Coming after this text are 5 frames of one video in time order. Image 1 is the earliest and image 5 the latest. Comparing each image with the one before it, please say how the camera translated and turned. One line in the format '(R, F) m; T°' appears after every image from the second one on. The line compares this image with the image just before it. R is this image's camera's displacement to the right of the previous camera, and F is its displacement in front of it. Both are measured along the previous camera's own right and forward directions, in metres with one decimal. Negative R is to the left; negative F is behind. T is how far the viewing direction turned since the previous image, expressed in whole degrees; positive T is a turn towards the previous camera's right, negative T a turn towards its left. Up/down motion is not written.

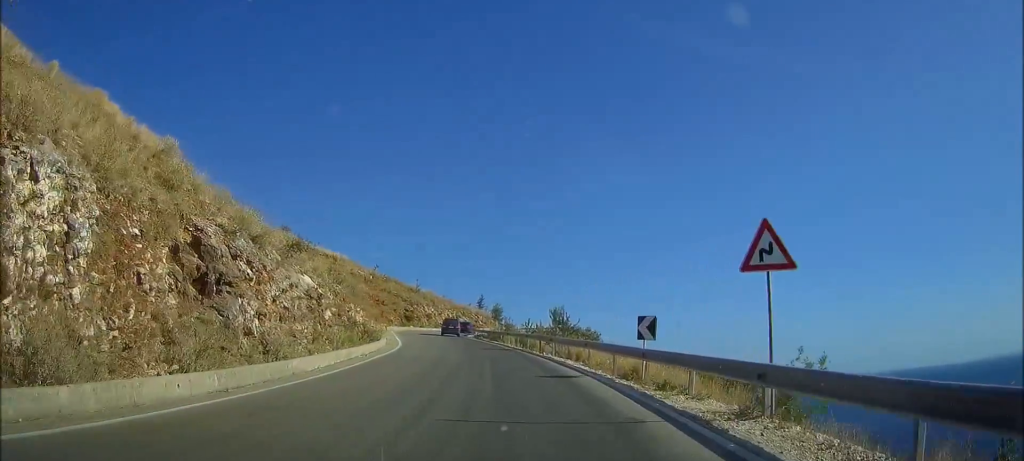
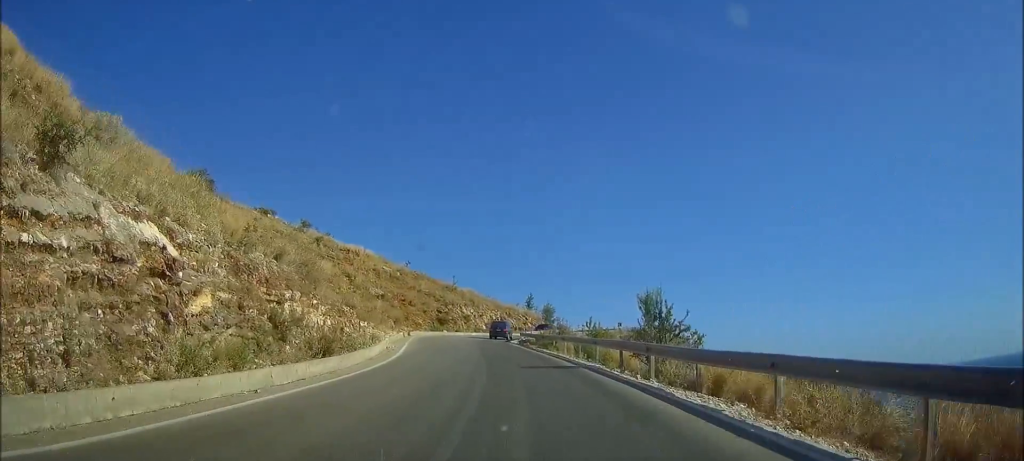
(-0.2, +16.9) m; -3°
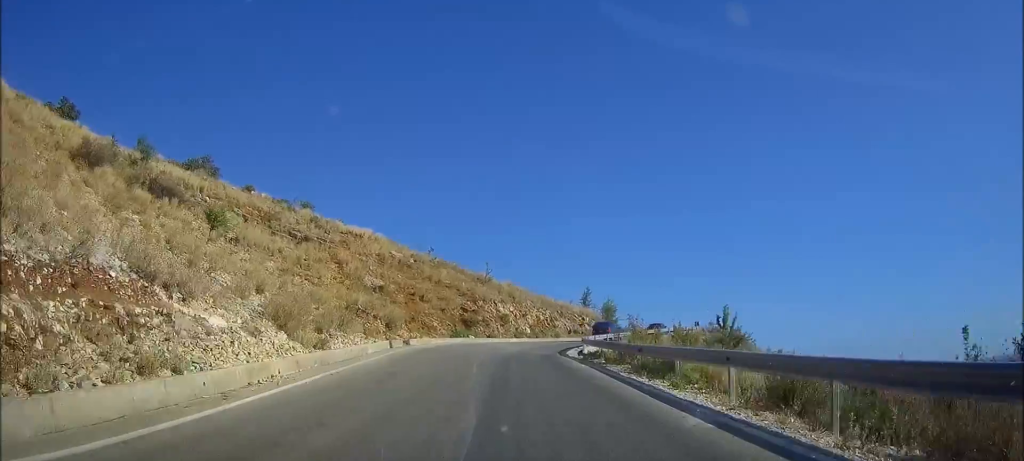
(-1.1, +22.5) m; -6°
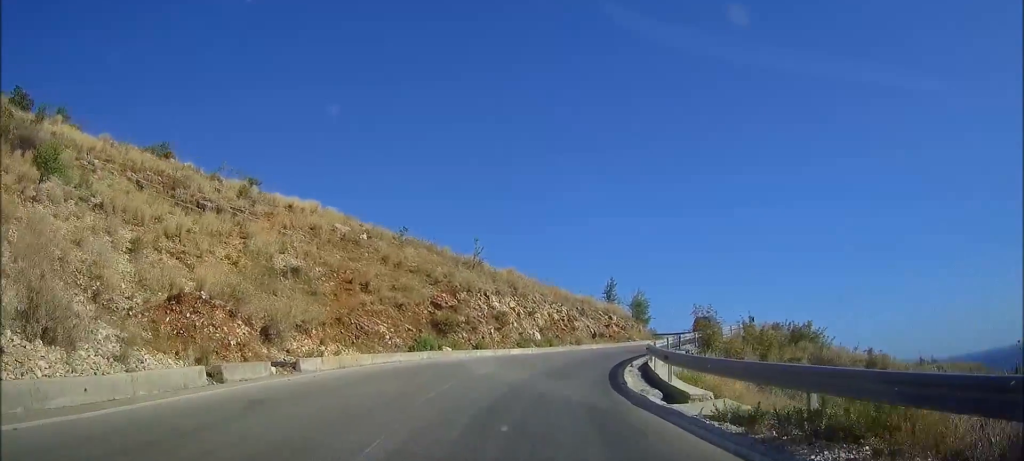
(+0.1, +20.2) m; +5°
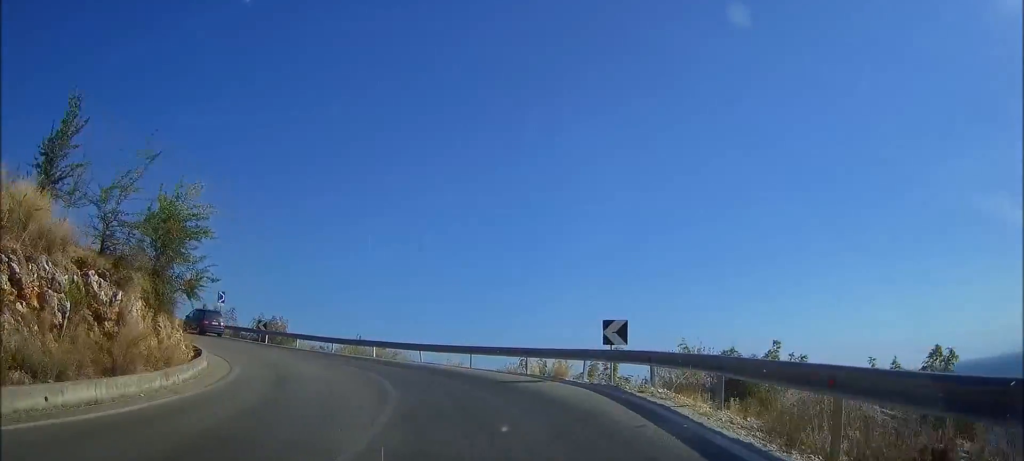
(+6.7, +50.5) m; +14°
